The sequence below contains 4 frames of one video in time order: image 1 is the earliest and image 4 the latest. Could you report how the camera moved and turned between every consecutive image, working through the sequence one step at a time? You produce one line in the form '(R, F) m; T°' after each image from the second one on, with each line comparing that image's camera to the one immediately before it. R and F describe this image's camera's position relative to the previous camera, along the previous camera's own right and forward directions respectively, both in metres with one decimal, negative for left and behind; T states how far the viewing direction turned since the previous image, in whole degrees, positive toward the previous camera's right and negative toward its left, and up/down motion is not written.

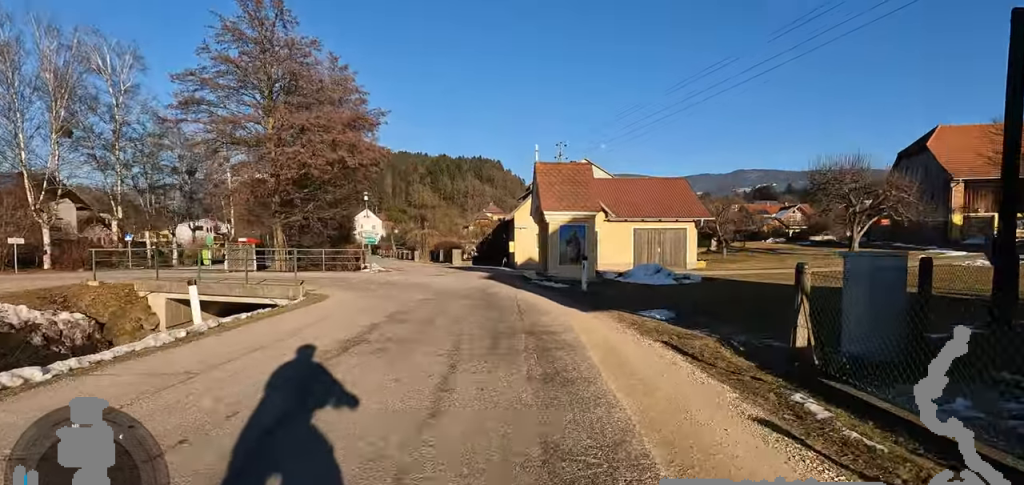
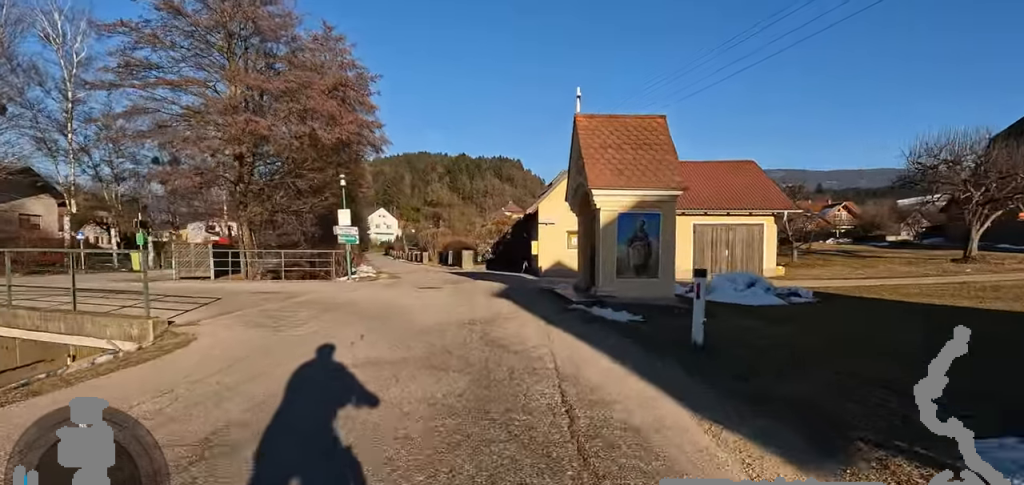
(-0.2, +6.7) m; -3°
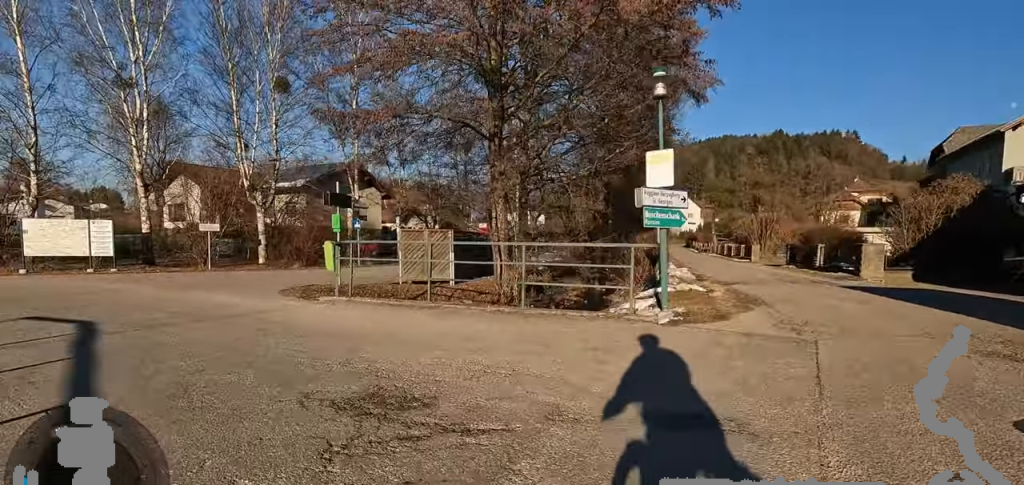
(-1.4, +11.3) m; -21°
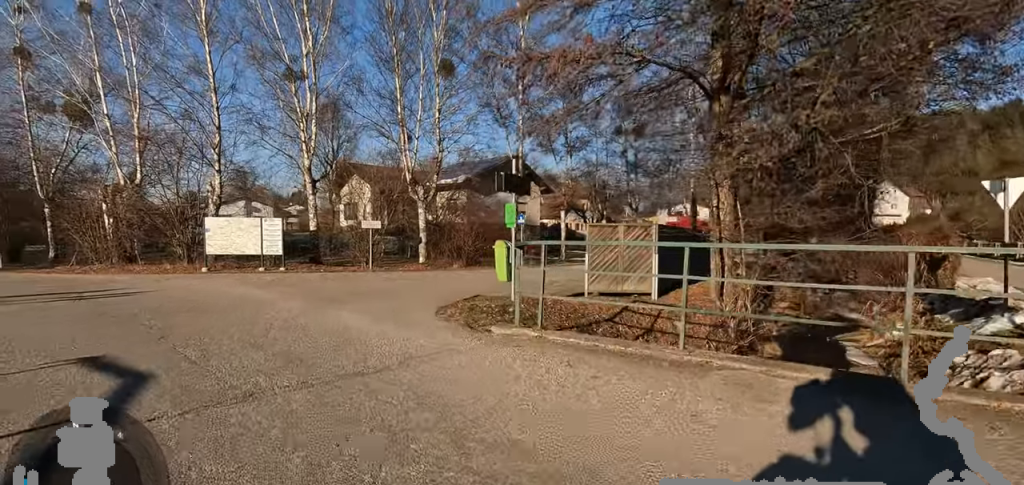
(-0.3, +3.5) m; -23°
